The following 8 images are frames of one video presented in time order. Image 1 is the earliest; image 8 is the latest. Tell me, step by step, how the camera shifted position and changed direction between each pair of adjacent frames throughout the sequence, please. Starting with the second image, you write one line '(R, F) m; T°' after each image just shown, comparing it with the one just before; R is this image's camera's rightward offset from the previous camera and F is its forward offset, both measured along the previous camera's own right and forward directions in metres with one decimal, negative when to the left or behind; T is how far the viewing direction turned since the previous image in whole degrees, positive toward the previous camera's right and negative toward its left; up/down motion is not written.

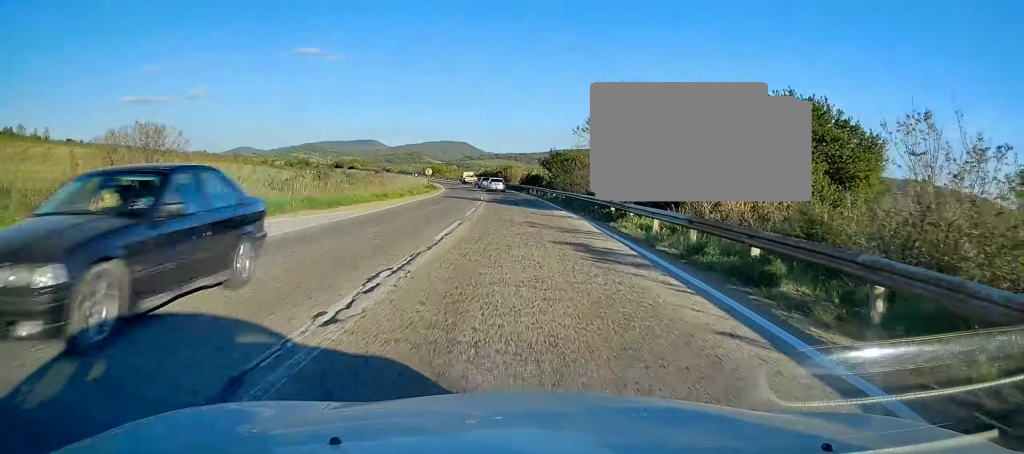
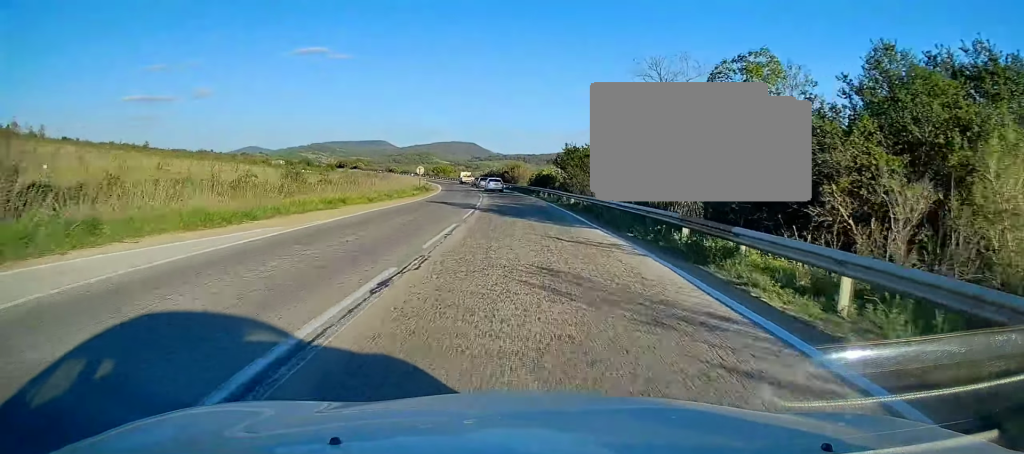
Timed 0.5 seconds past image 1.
(0.0, +10.5) m; -1°
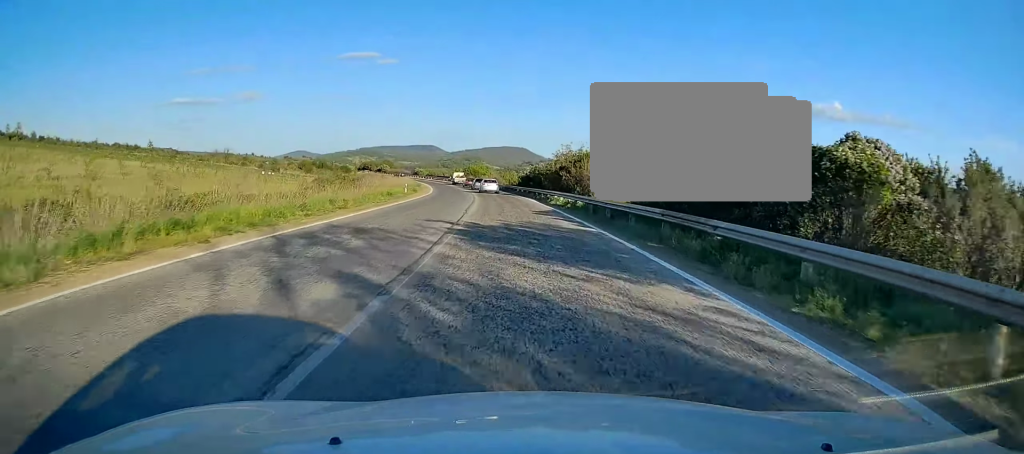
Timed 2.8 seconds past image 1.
(-2.1, +52.2) m; -4°
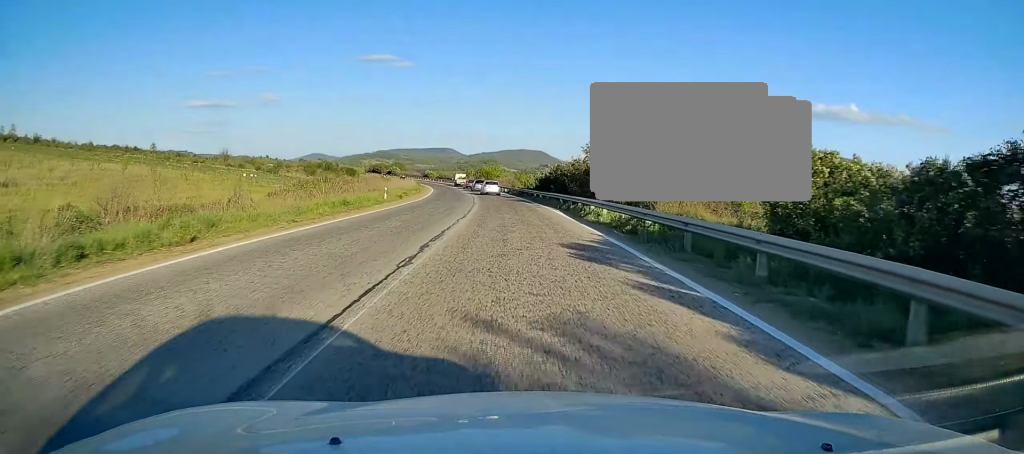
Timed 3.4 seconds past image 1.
(0.0, +14.2) m; -1°
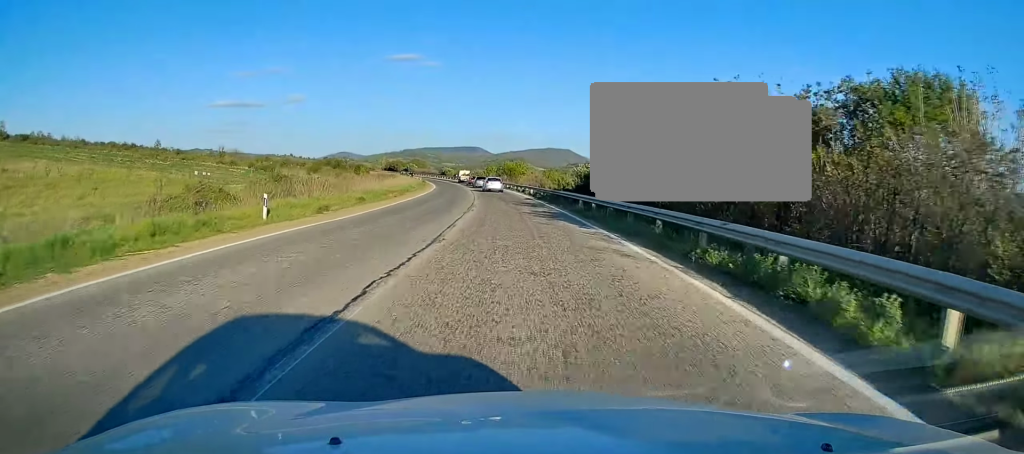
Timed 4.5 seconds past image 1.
(-0.4, +23.1) m; -2°
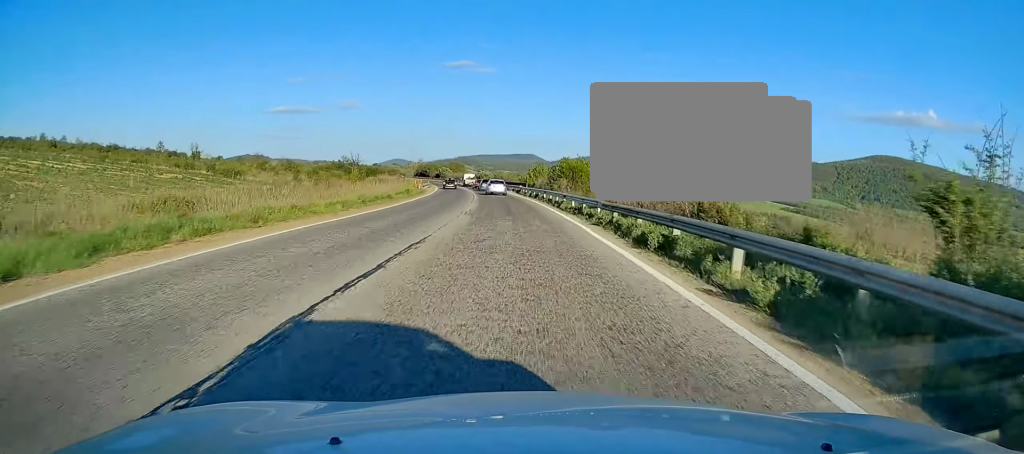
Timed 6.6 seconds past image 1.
(-2.3, +47.8) m; -6°
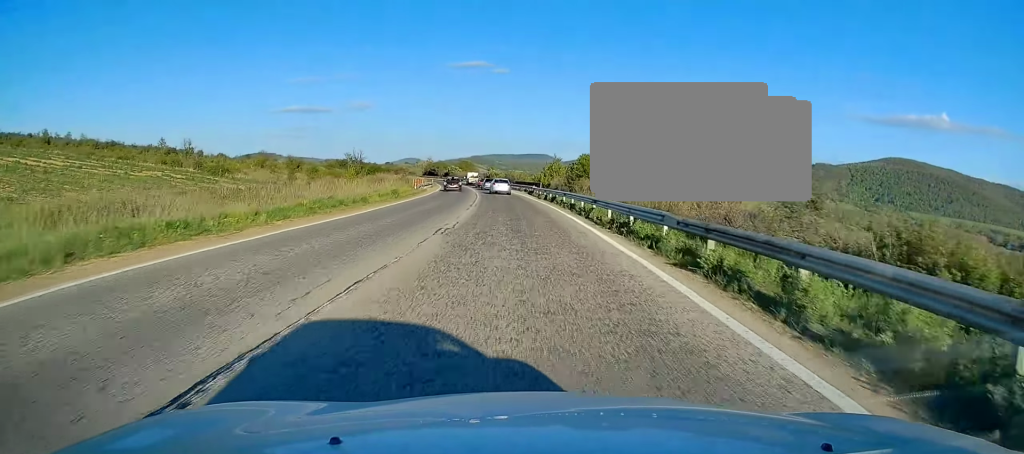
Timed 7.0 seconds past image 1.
(-0.1, +9.8) m; -1°
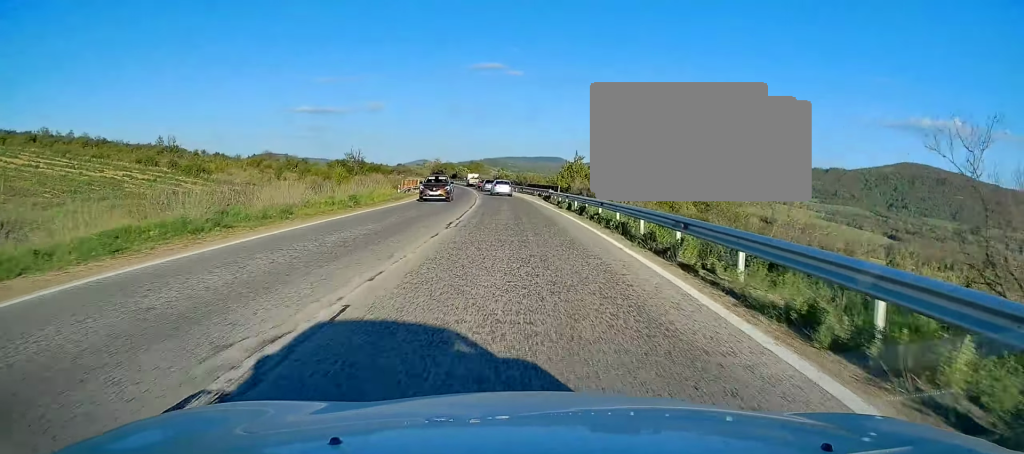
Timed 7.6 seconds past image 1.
(-0.2, +12.9) m; -1°
